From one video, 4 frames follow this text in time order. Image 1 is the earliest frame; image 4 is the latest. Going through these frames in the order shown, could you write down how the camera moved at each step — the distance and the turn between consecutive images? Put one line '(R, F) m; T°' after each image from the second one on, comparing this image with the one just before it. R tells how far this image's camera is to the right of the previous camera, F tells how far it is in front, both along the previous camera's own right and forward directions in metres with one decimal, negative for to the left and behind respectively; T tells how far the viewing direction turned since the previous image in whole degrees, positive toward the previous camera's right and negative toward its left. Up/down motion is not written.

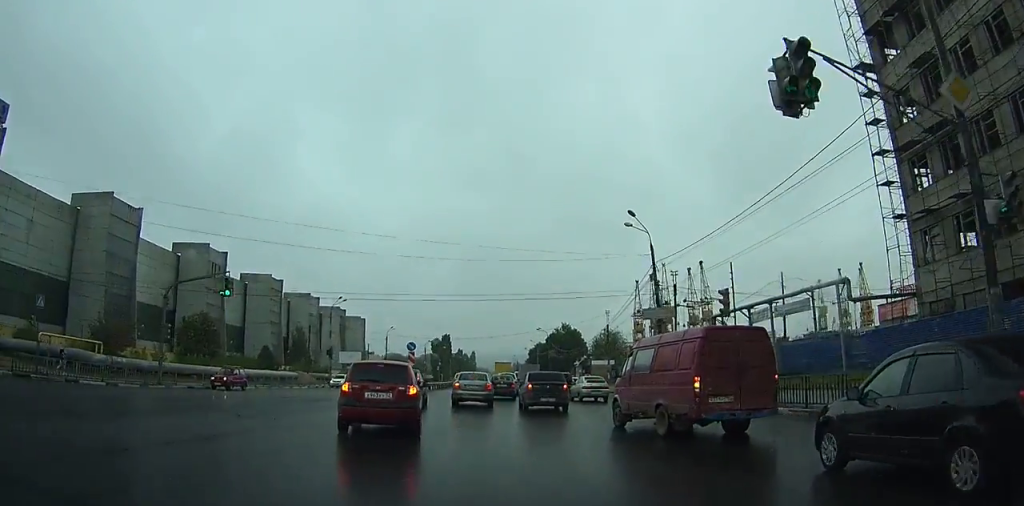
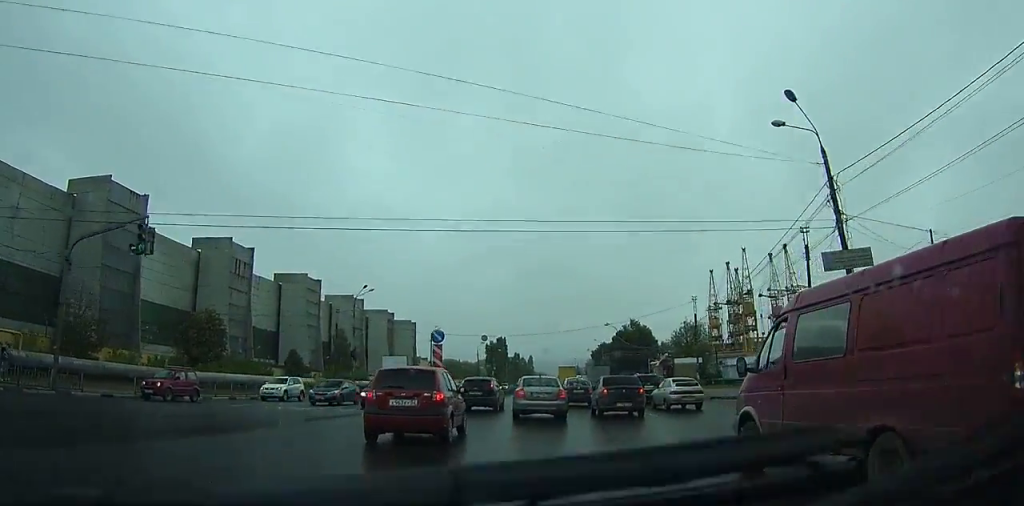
(-1.0, +18.8) m; -7°
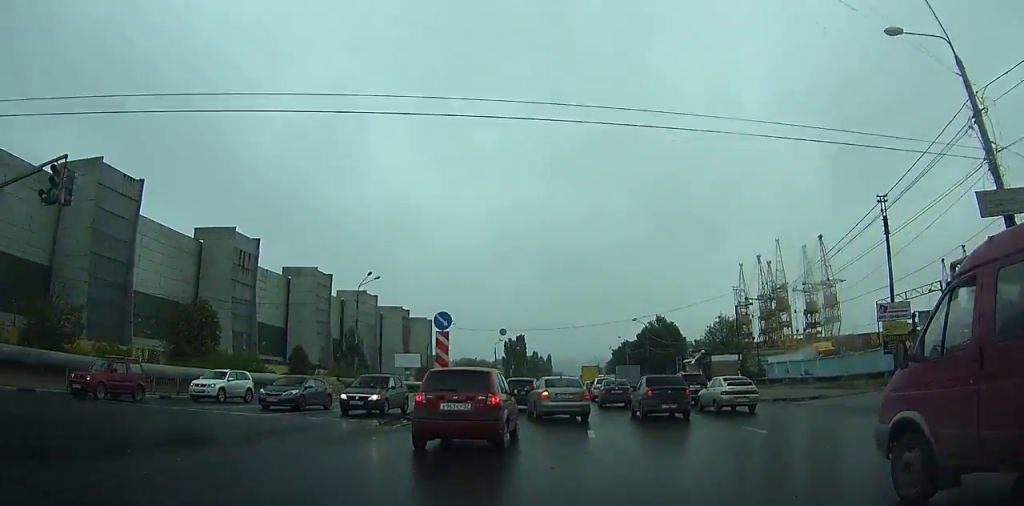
(-0.1, +7.4) m; -3°
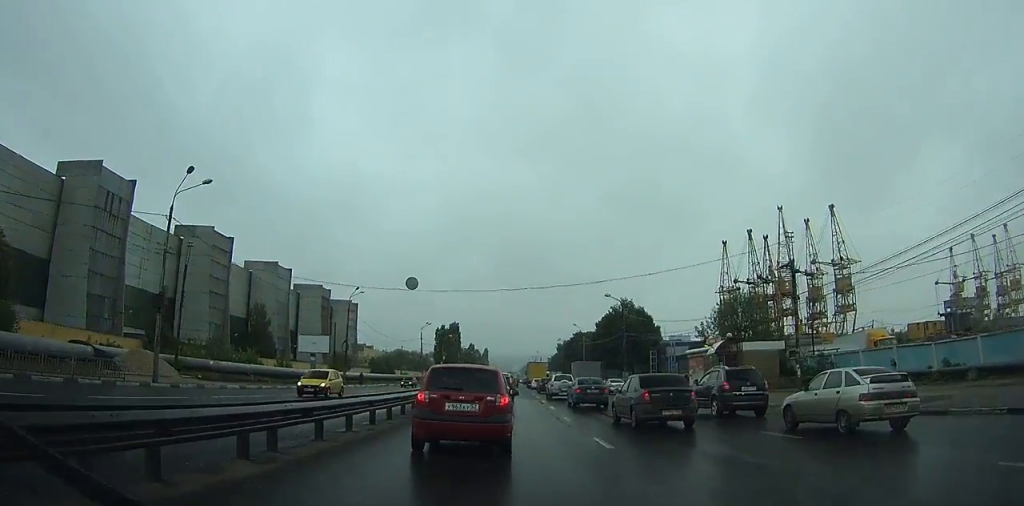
(-1.1, +24.4) m; 0°
